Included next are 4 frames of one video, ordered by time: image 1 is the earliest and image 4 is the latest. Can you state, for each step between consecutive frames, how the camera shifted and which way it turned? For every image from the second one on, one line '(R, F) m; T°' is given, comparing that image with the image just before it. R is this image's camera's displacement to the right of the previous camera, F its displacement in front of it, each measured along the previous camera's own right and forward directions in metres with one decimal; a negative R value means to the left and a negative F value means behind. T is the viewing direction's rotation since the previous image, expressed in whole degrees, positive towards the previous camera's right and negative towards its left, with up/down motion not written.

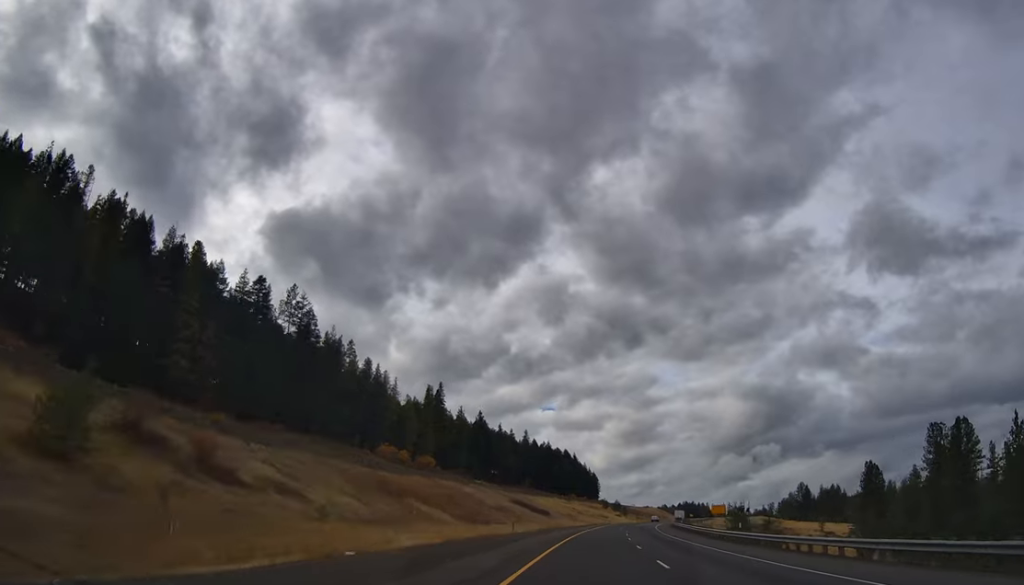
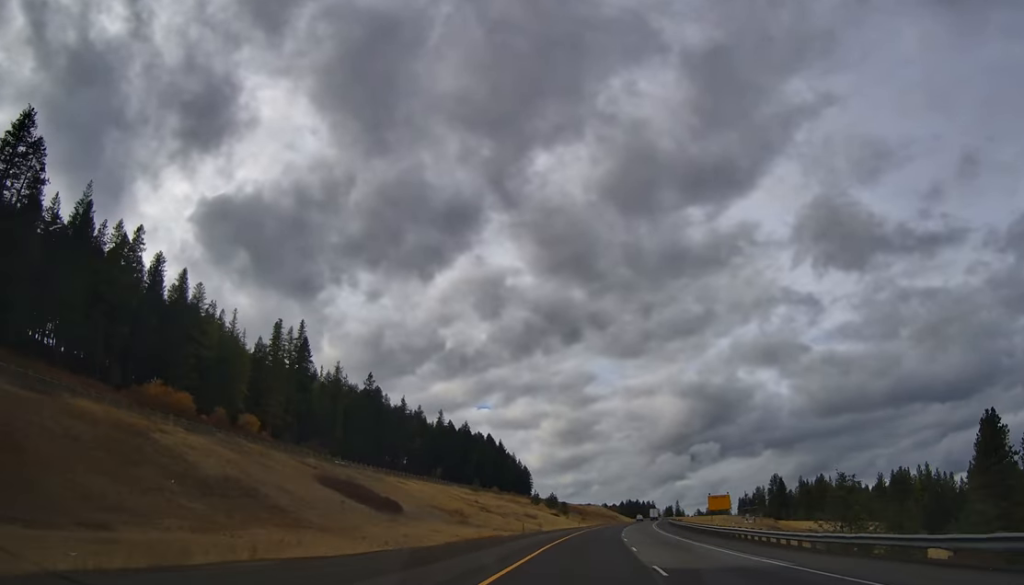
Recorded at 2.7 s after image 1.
(+1.3, +88.4) m; +3°
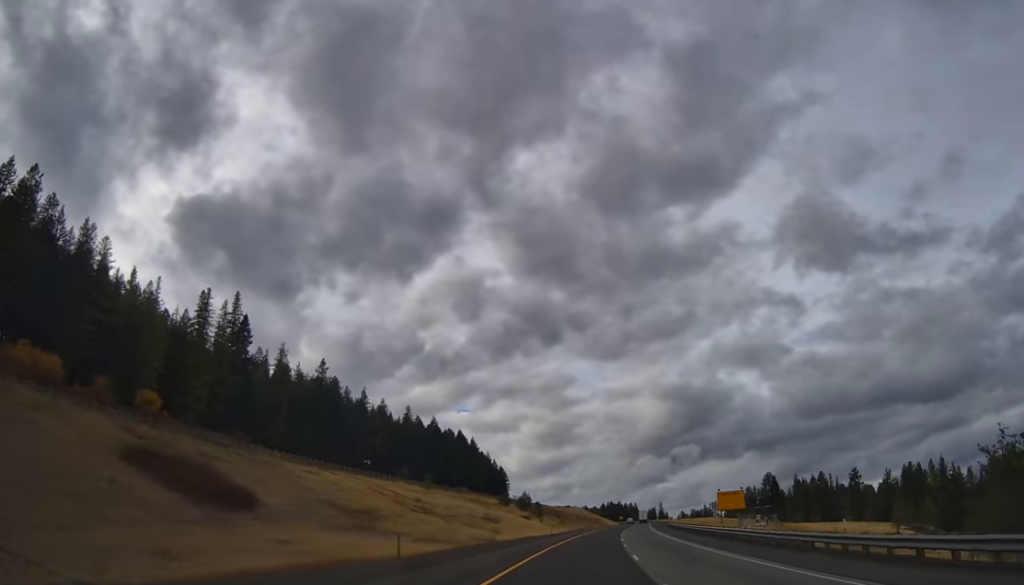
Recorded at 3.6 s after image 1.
(+0.8, +29.1) m; +2°
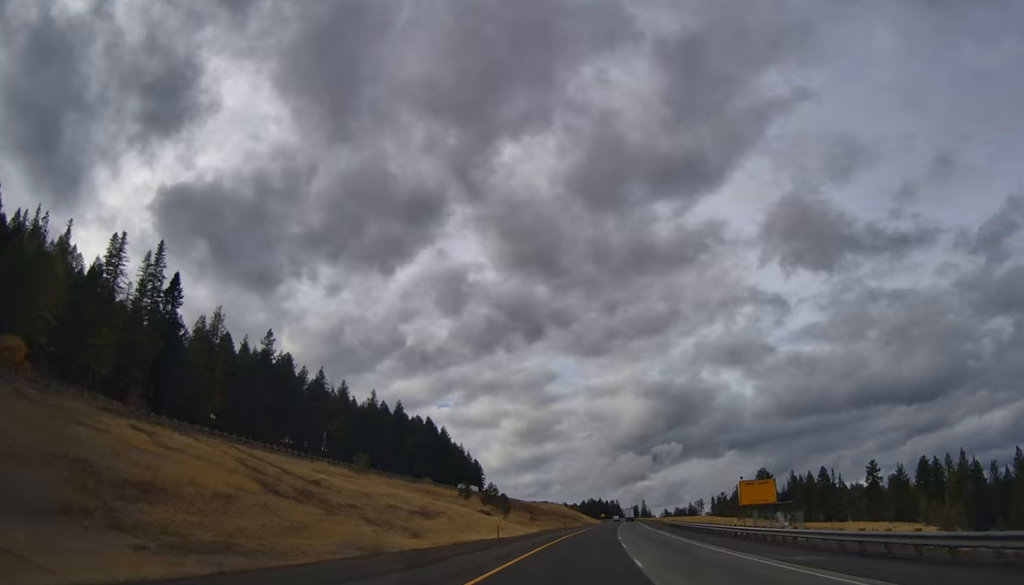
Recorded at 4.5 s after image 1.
(+0.4, +29.0) m; +1°
